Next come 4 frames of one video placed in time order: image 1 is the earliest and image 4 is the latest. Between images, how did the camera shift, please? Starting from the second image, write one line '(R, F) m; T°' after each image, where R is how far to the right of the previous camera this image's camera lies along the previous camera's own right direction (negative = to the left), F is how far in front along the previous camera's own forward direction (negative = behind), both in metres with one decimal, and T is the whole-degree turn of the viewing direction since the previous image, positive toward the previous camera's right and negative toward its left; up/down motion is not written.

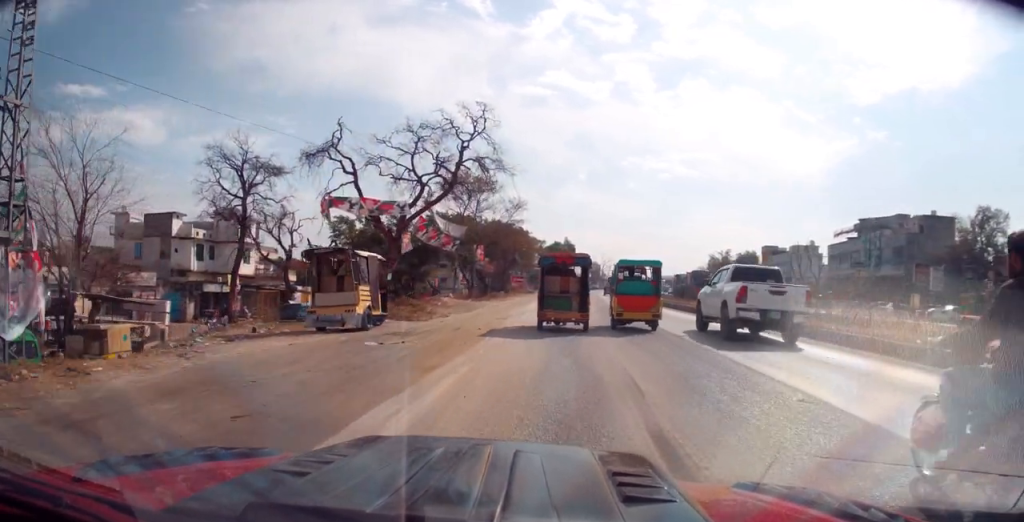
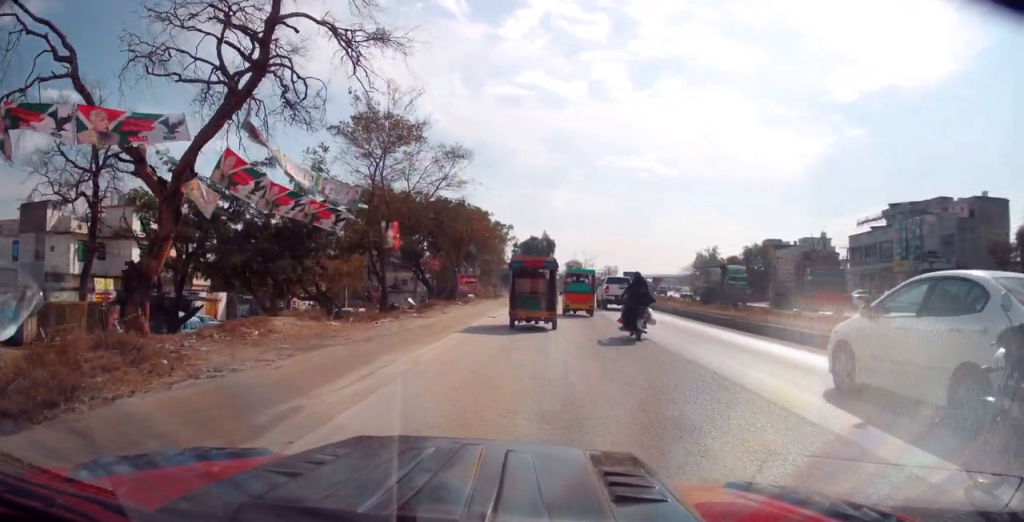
(+1.3, +16.8) m; +6°
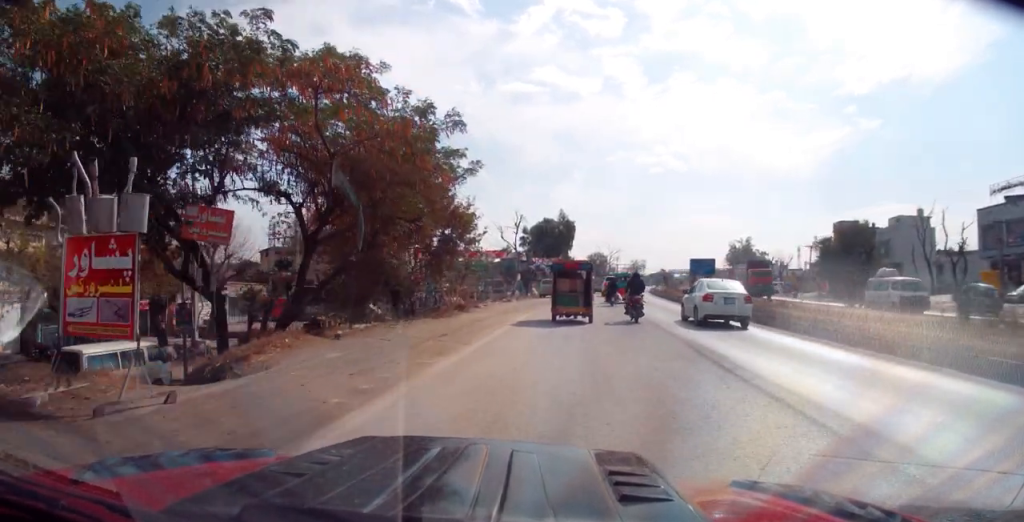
(-0.9, +28.6) m; +4°
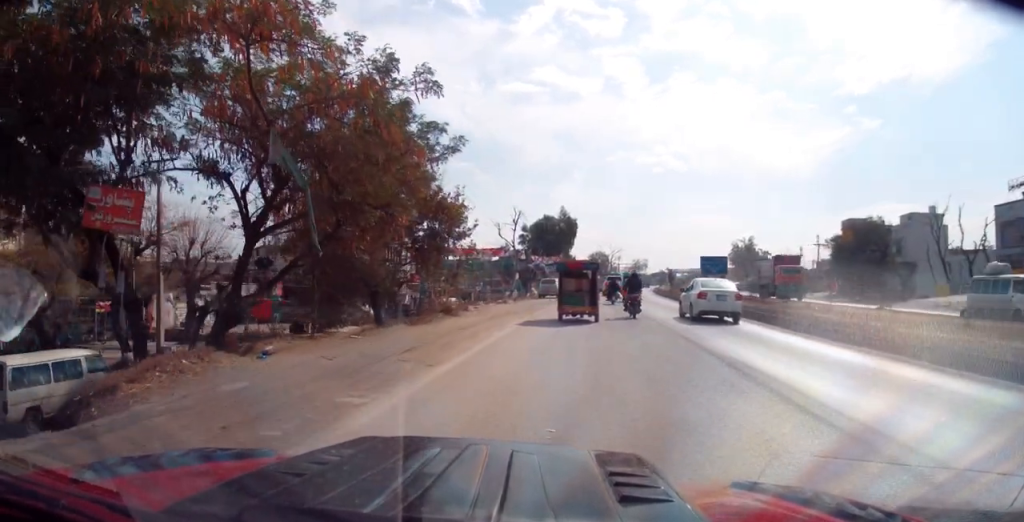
(-0.1, +3.2) m; -1°
